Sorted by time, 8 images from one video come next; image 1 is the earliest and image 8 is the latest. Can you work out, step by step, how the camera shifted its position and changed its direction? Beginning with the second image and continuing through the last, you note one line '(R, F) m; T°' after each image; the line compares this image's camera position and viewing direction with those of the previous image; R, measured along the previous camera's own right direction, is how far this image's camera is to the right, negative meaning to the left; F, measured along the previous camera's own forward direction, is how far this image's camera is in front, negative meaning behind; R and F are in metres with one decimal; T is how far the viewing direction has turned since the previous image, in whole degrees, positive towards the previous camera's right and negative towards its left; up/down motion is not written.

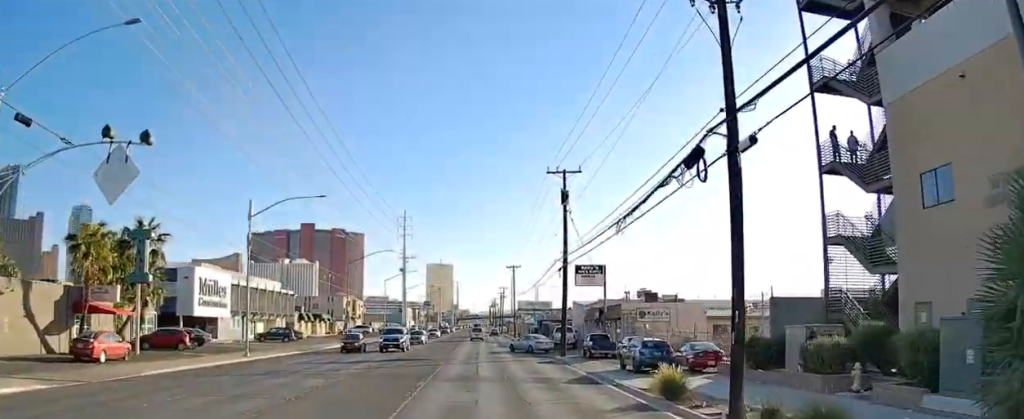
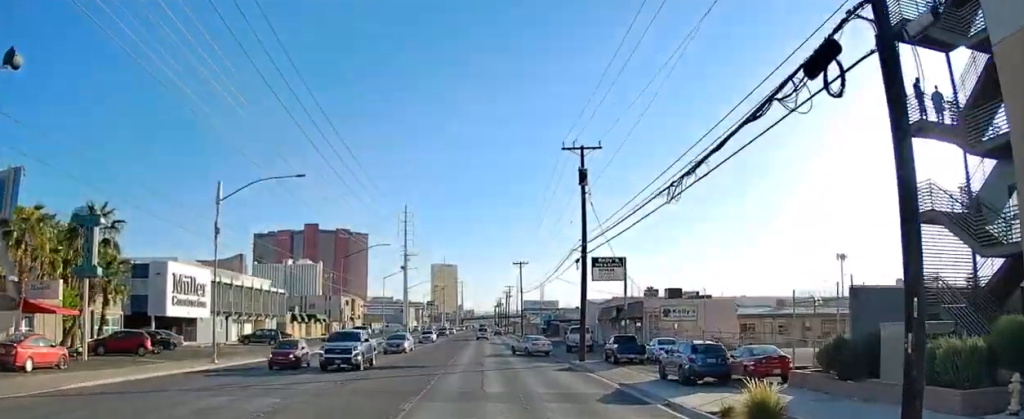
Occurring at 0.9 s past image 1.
(-0.8, +7.1) m; -1°
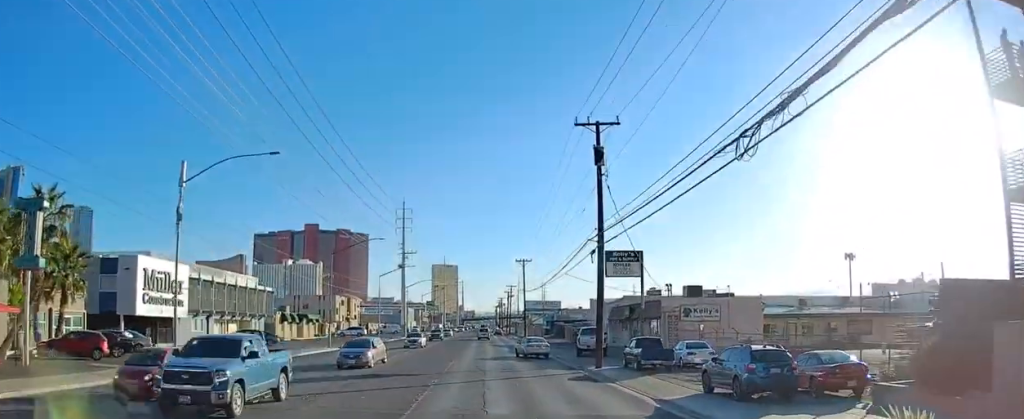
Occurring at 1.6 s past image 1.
(+0.5, +5.1) m; +2°
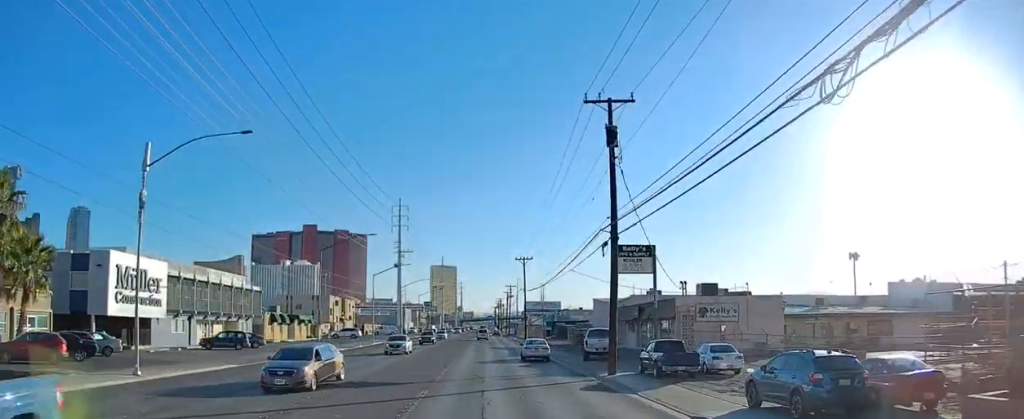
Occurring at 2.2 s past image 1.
(+0.3, +3.9) m; +2°
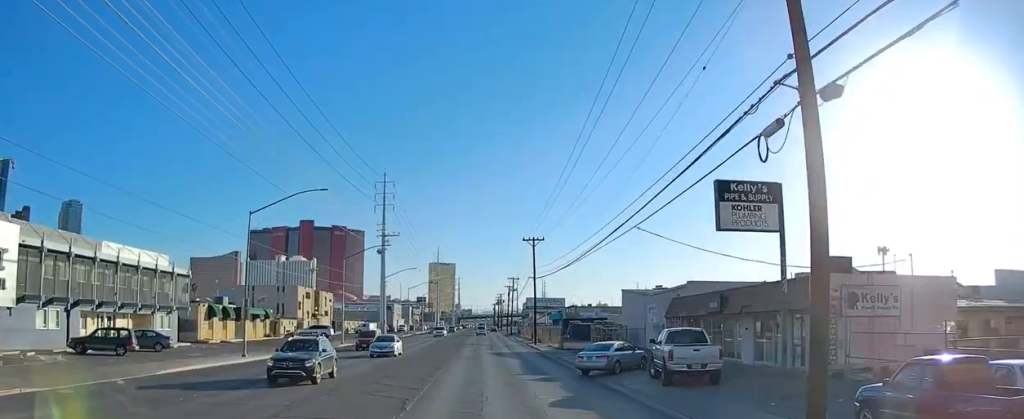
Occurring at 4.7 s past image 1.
(+1.1, +18.2) m; +4°
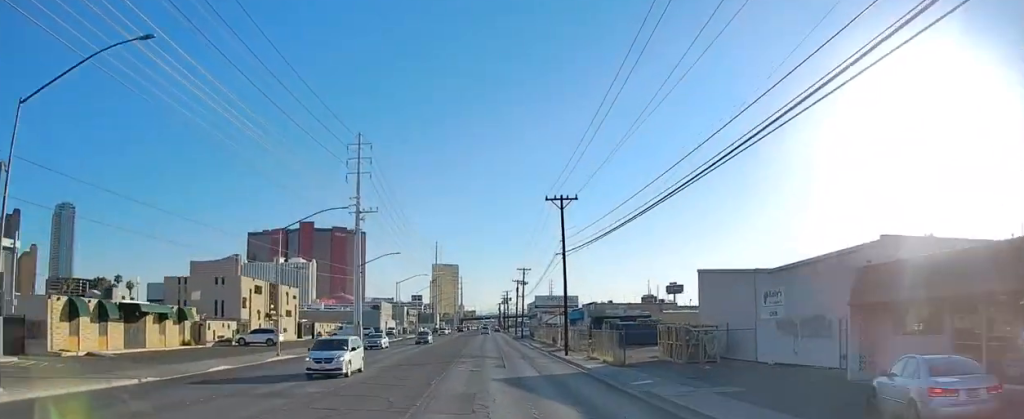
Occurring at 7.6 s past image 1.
(-1.6, +24.3) m; -3°
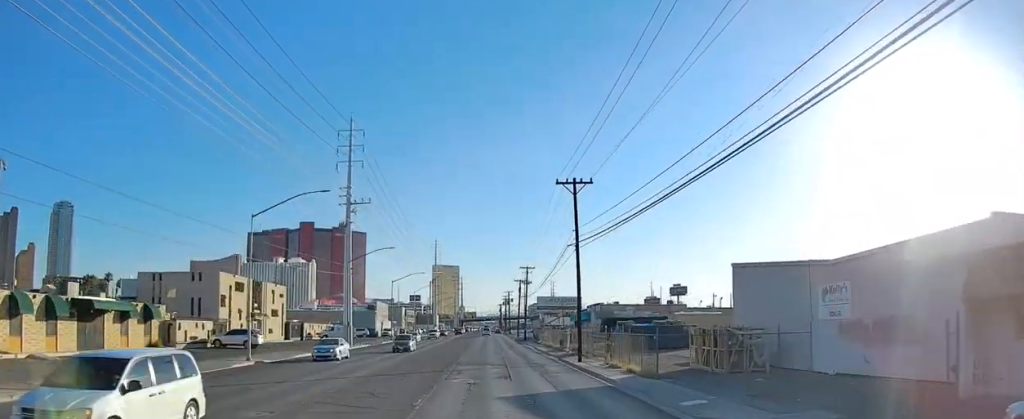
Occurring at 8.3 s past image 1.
(+0.2, +6.3) m; 0°
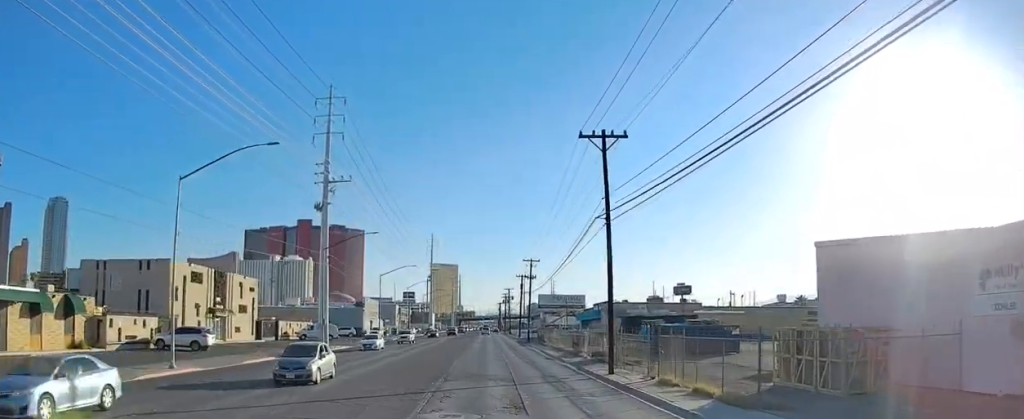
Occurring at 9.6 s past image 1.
(-0.3, +10.7) m; -4°
